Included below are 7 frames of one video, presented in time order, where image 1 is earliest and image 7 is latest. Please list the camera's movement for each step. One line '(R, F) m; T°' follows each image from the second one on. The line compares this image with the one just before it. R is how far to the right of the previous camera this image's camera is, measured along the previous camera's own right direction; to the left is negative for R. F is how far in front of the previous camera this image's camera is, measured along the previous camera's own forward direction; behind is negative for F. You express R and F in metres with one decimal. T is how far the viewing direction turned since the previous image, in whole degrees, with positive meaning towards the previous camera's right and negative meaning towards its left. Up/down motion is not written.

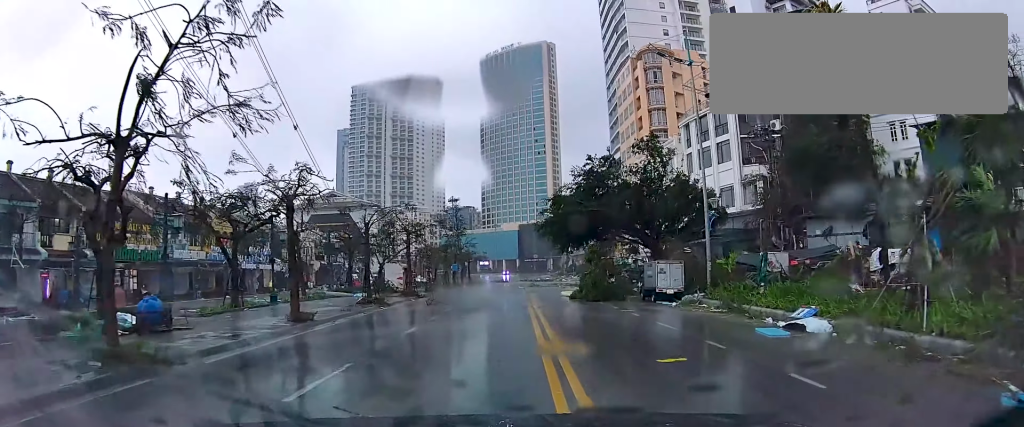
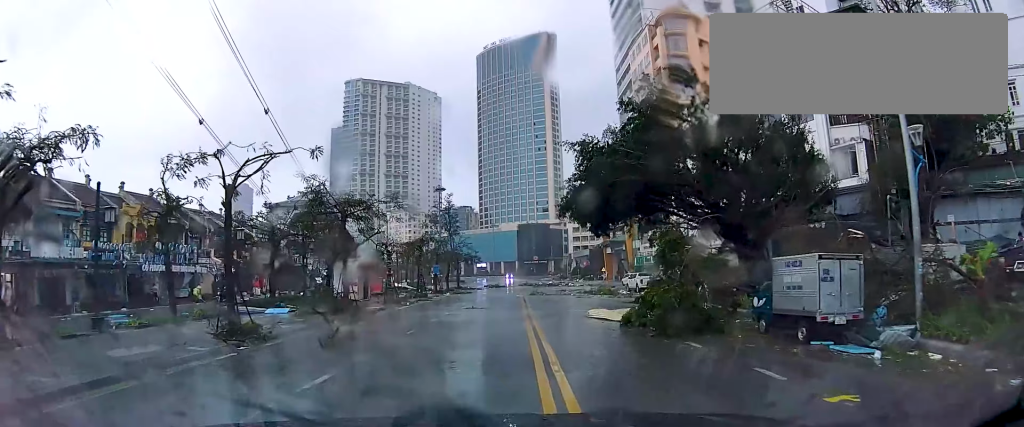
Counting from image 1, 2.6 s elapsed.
(+0.5, +15.6) m; +2°
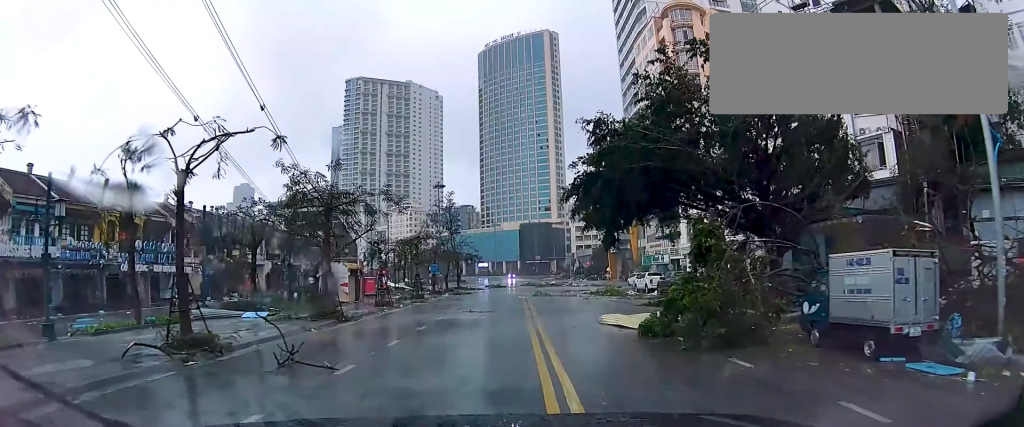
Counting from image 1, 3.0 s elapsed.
(-0.1, +2.8) m; 0°
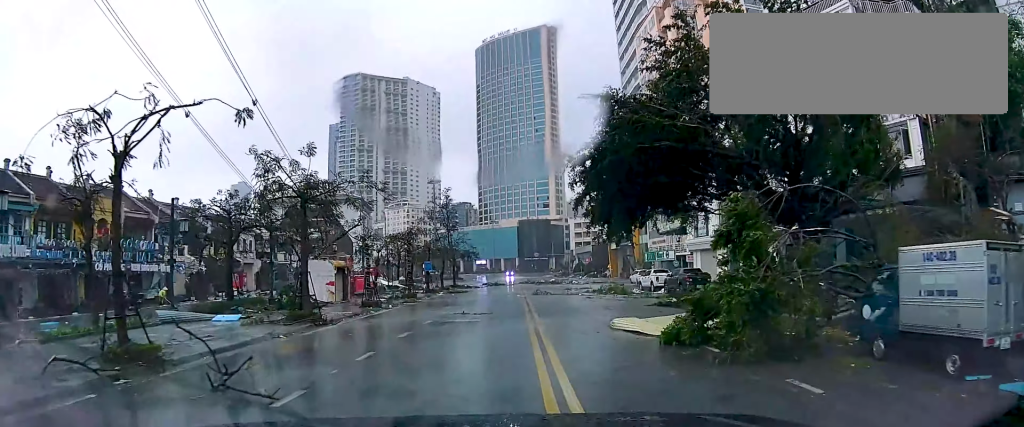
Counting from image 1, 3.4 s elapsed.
(0.0, +2.6) m; 0°
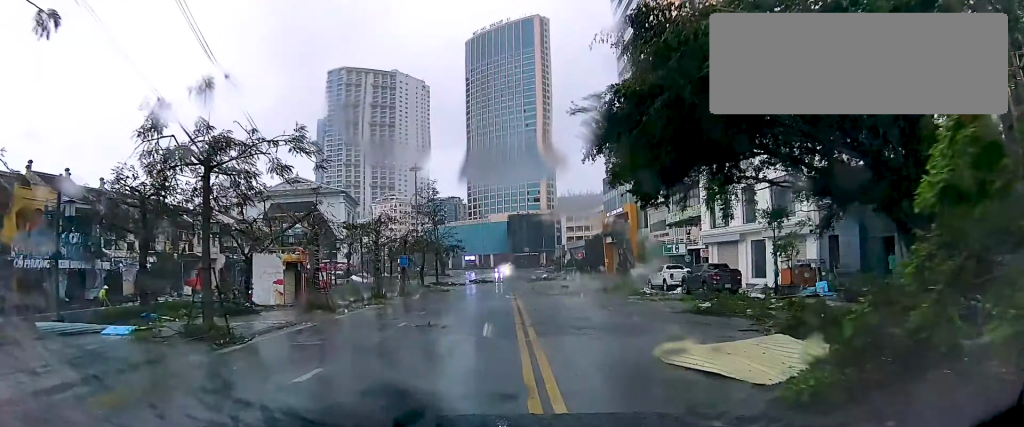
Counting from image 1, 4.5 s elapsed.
(+0.1, +6.8) m; -2°
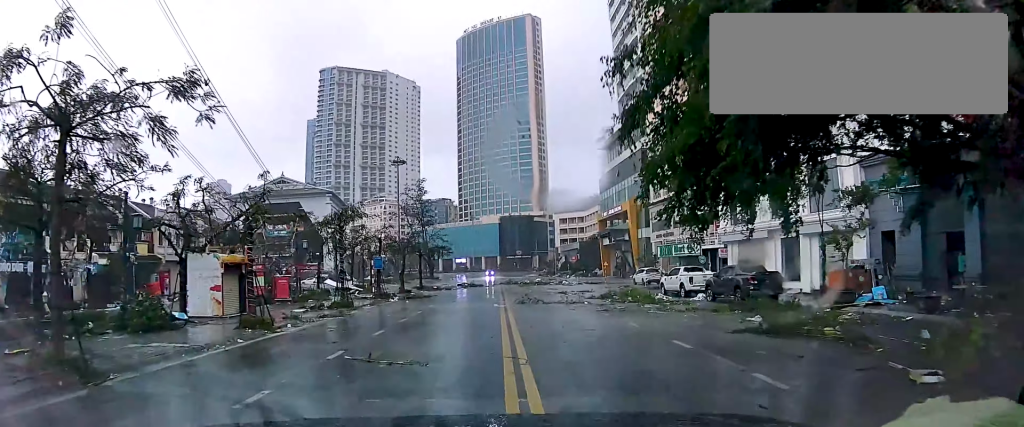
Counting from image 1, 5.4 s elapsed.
(-0.2, +6.1) m; 0°
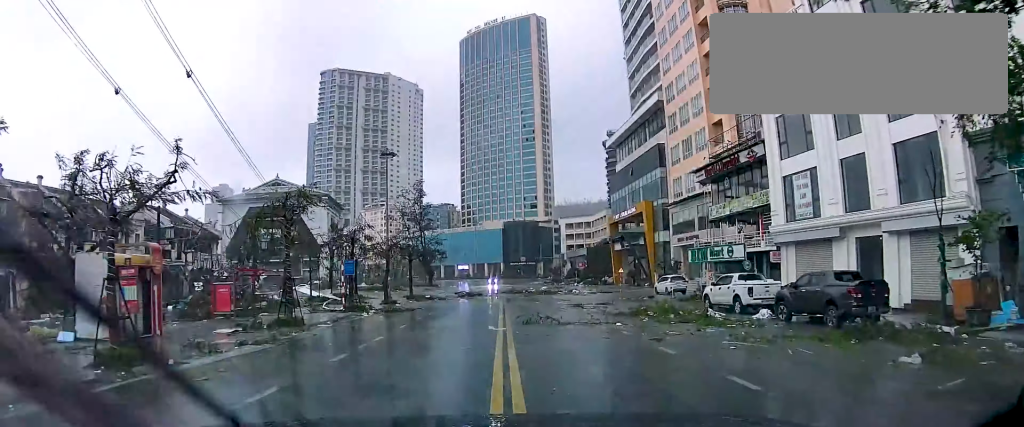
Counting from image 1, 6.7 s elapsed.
(+0.2, +8.5) m; 0°
